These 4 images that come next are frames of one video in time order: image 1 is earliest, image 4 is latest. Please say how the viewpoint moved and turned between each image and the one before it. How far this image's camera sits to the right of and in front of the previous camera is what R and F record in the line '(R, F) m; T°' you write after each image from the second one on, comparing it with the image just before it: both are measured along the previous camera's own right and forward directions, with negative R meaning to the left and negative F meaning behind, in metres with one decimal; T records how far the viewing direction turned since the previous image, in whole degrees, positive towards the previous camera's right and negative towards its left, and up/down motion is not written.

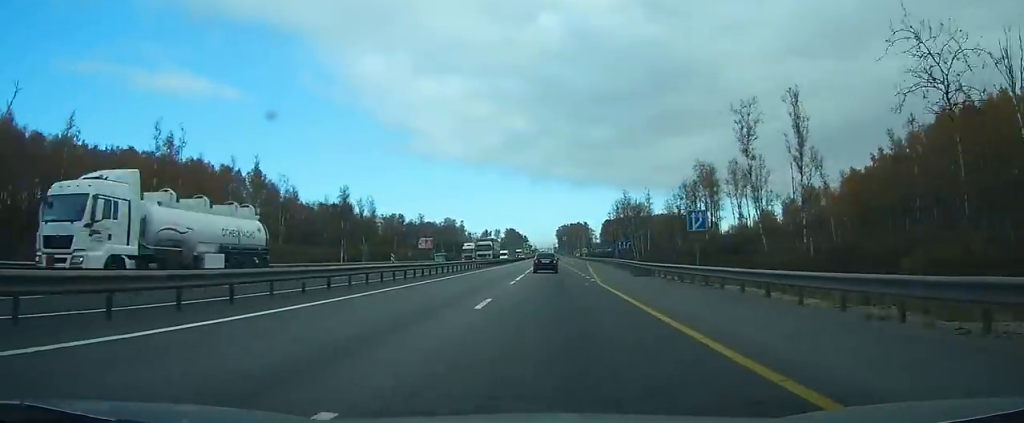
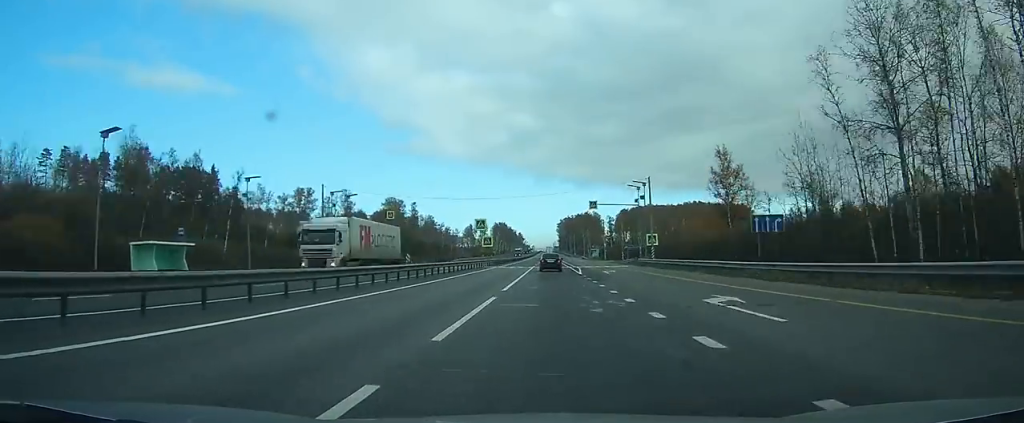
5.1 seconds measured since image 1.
(-0.2, +120.0) m; 0°
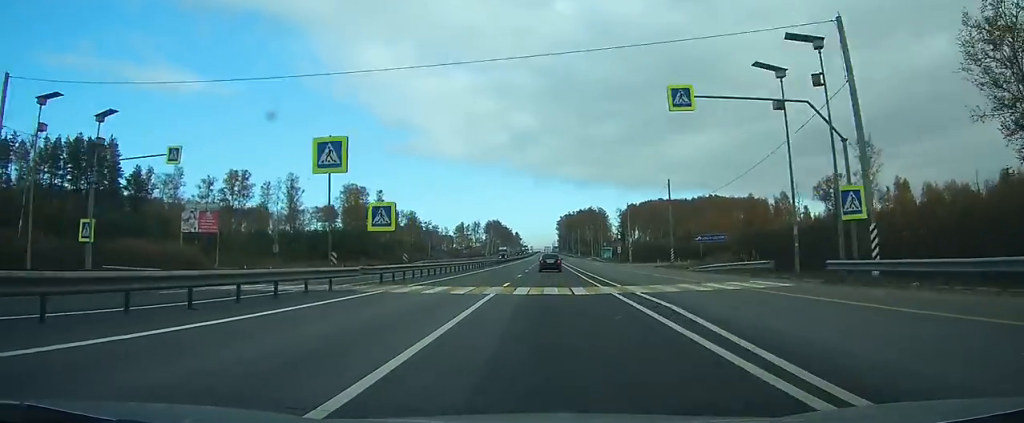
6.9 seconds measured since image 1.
(0.0, +40.6) m; 0°
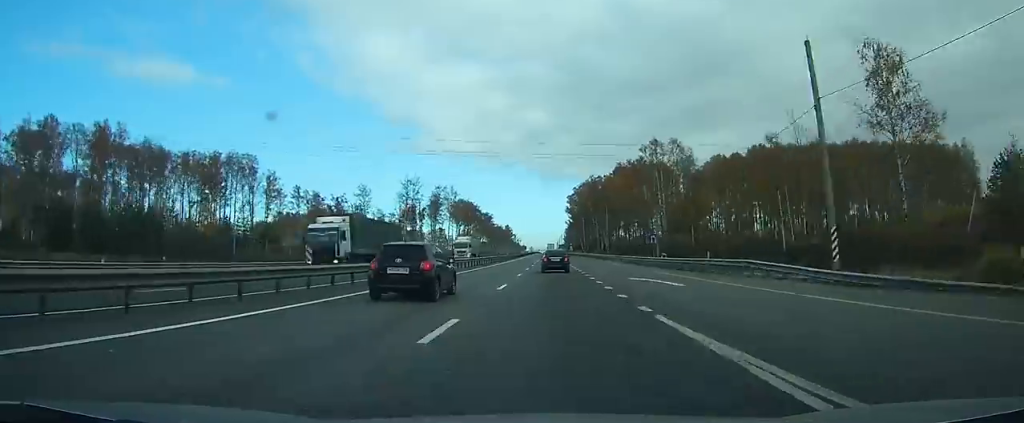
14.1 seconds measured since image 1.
(-0.1, +171.7) m; 0°
